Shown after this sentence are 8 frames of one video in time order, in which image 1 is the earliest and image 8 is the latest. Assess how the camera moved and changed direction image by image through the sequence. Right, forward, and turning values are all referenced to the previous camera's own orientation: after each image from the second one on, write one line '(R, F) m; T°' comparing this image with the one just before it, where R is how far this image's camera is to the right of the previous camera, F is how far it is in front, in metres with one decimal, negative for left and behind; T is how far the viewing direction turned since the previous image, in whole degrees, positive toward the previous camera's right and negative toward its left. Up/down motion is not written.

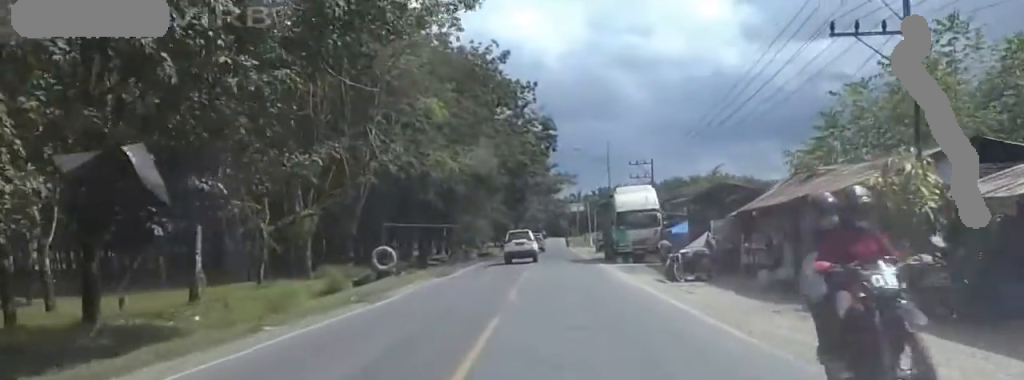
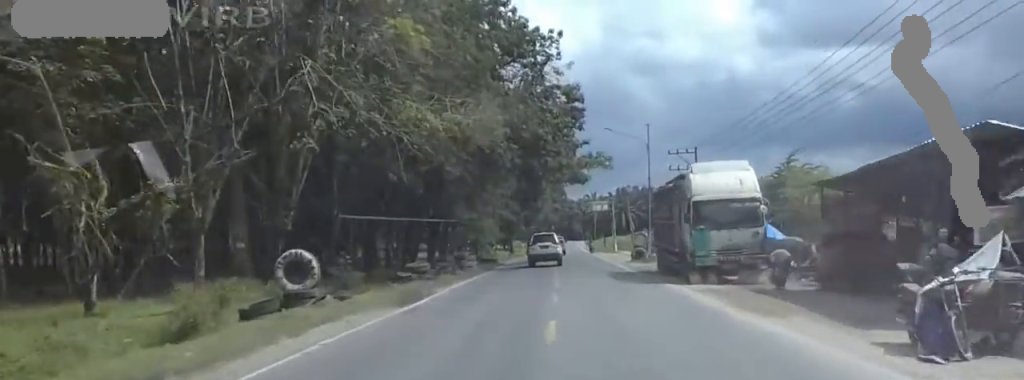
(0.0, +14.0) m; 0°
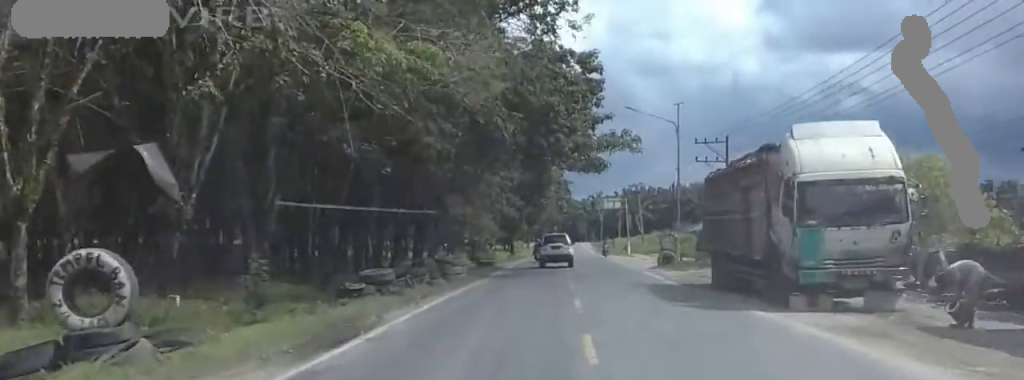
(0.0, +8.9) m; 0°
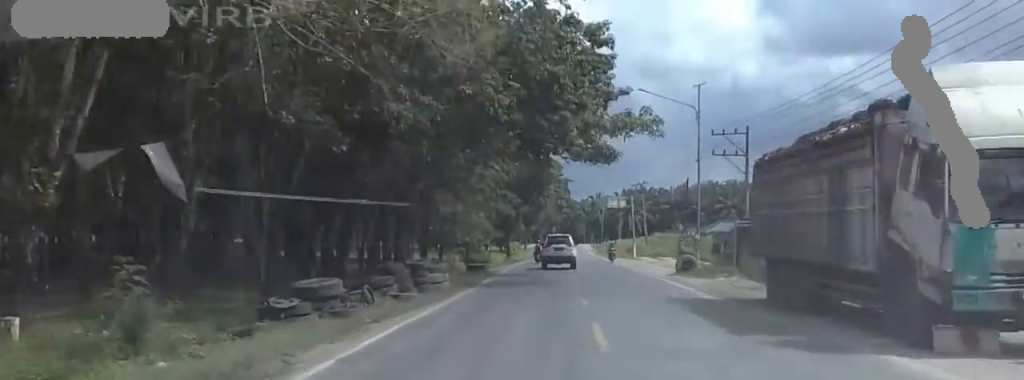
(0.0, +5.8) m; -1°
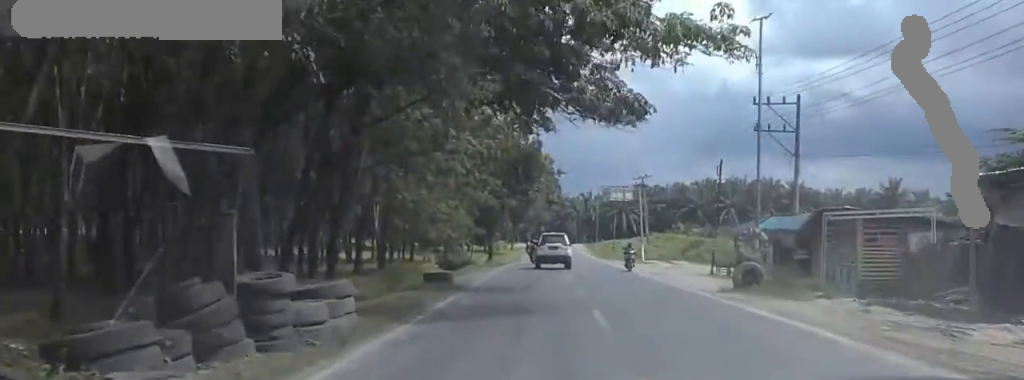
(-0.2, +12.3) m; -3°
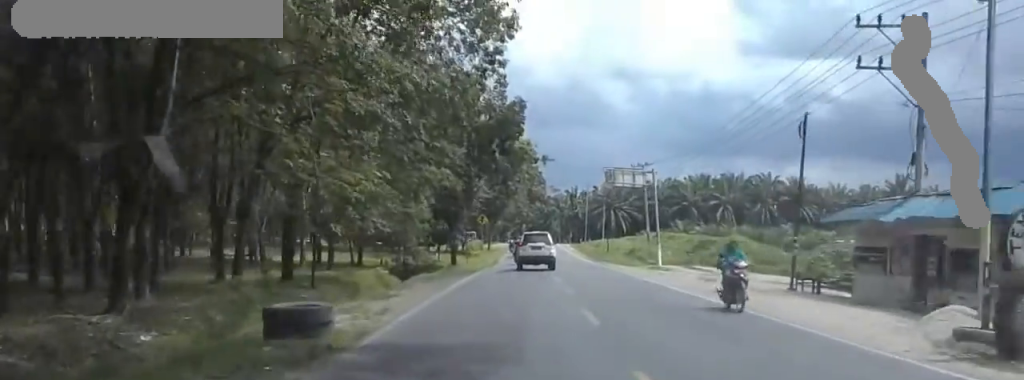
(-0.7, +16.1) m; -2°
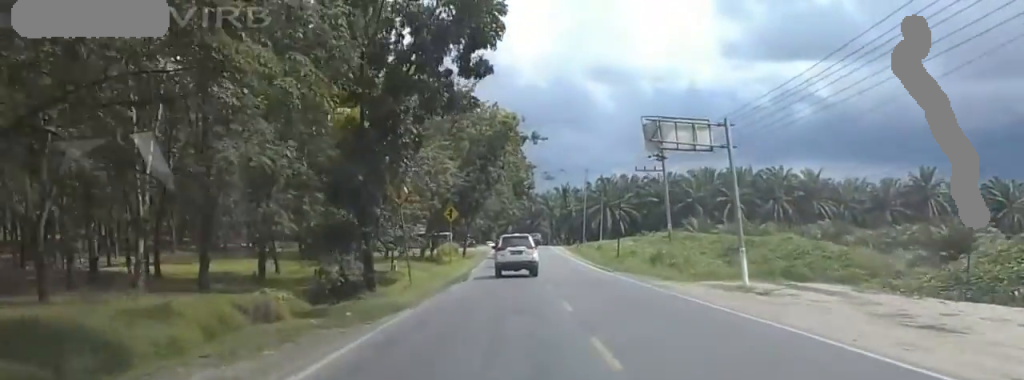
(+0.3, +21.2) m; +1°
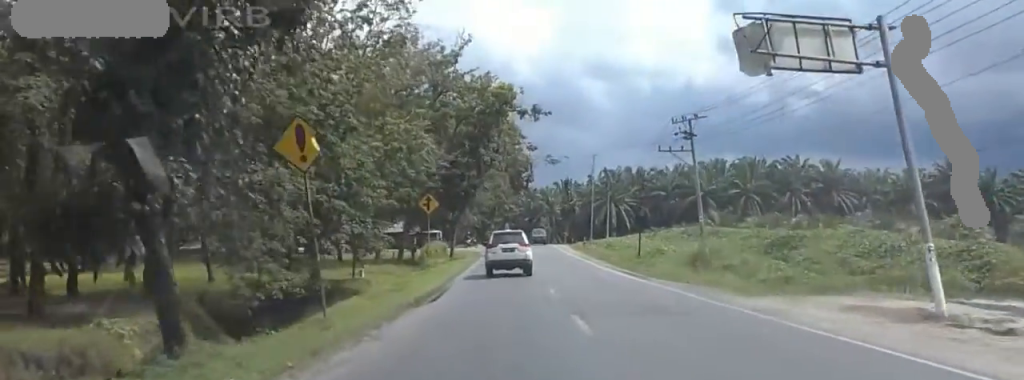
(0.0, +13.5) m; 0°
